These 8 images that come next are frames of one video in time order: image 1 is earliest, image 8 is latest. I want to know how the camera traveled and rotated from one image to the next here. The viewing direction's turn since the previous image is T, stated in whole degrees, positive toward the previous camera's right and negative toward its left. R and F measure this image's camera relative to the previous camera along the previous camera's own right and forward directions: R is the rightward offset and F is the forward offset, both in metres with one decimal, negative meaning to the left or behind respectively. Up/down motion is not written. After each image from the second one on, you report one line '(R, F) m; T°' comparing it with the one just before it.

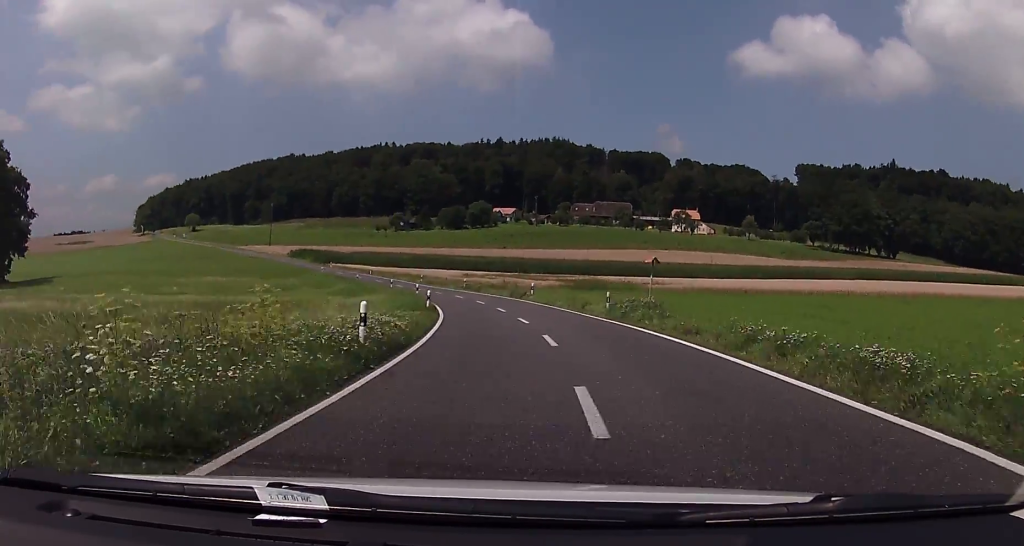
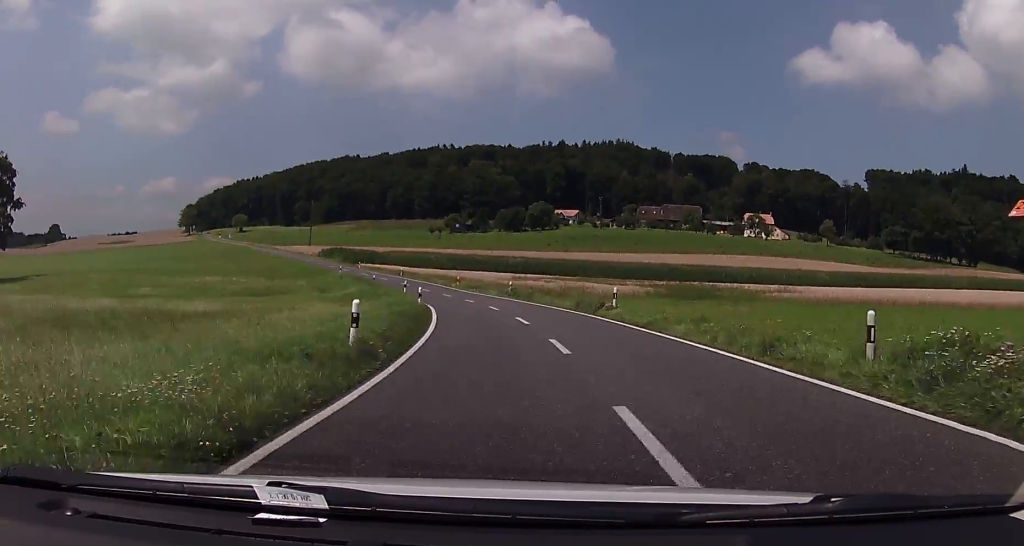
(-0.4, +19.4) m; -4°
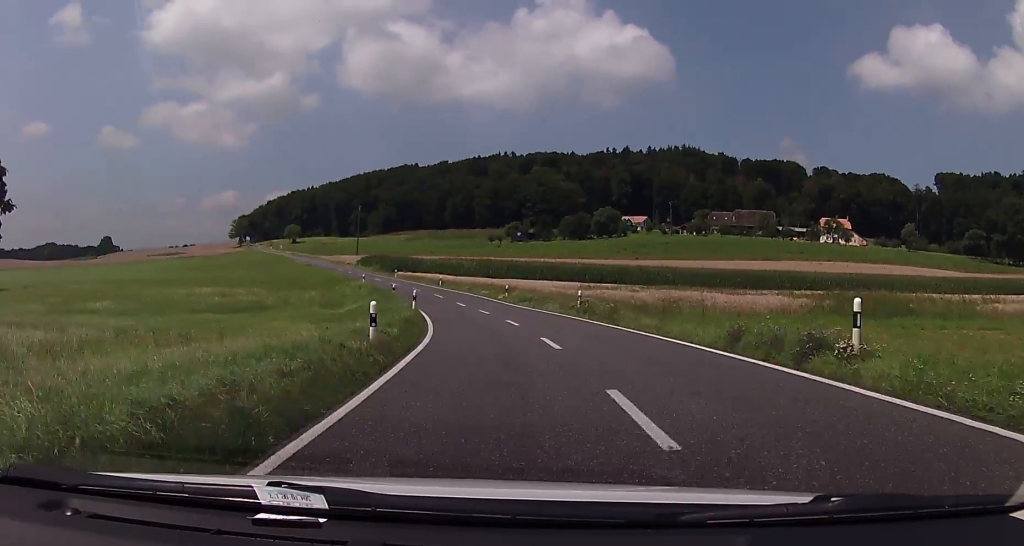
(-0.4, +16.5) m; -6°
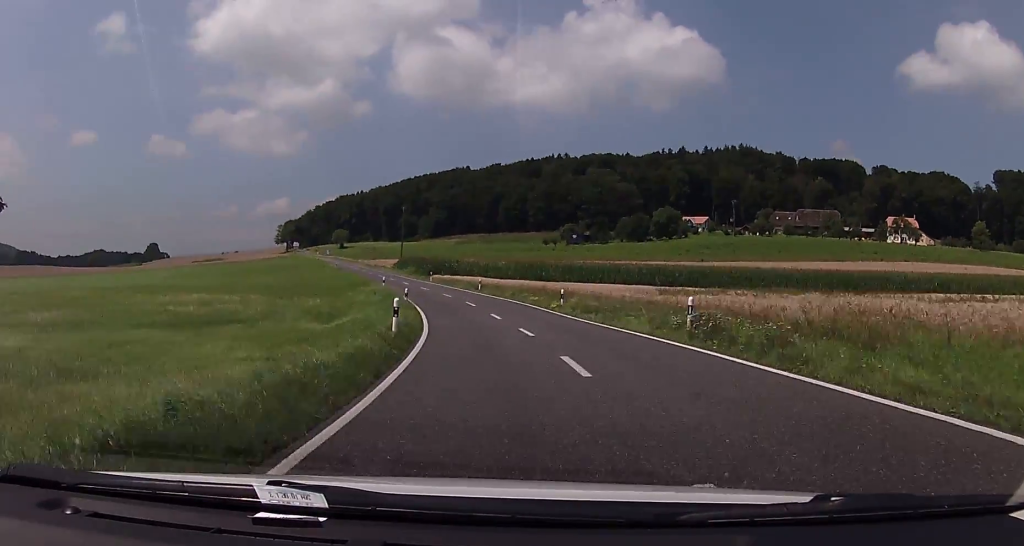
(-0.8, +13.0) m; -5°
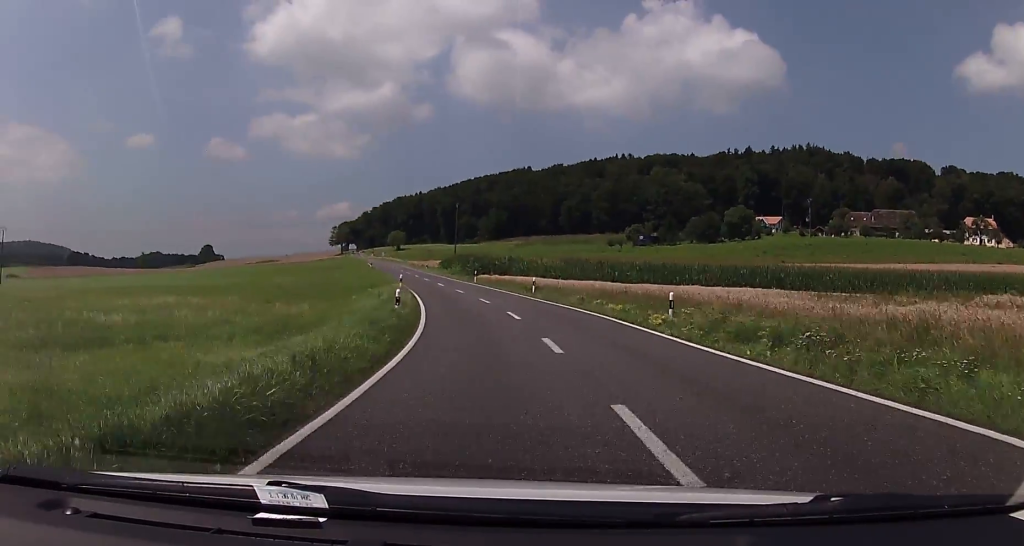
(-0.6, +14.8) m; -5°
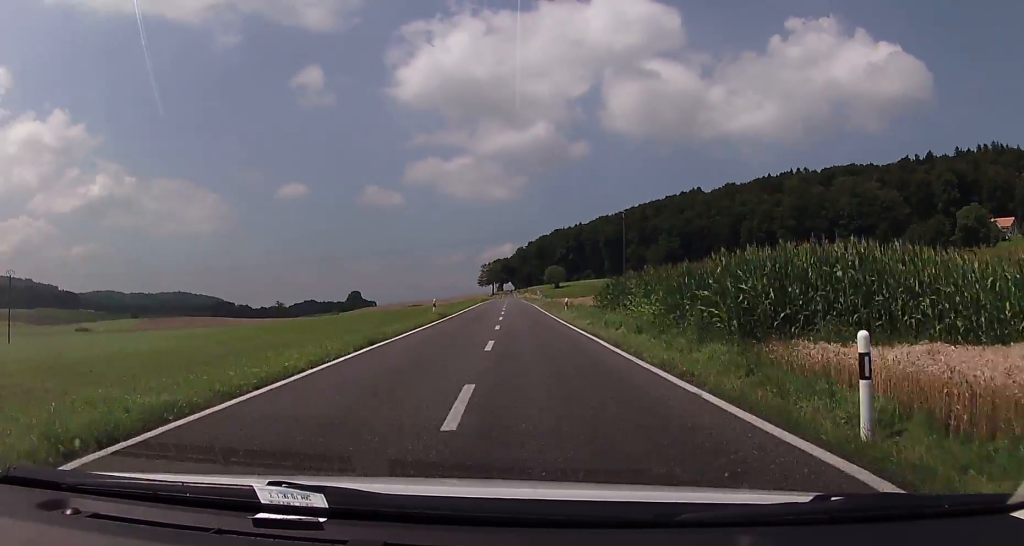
(-6.0, +51.8) m; -11°
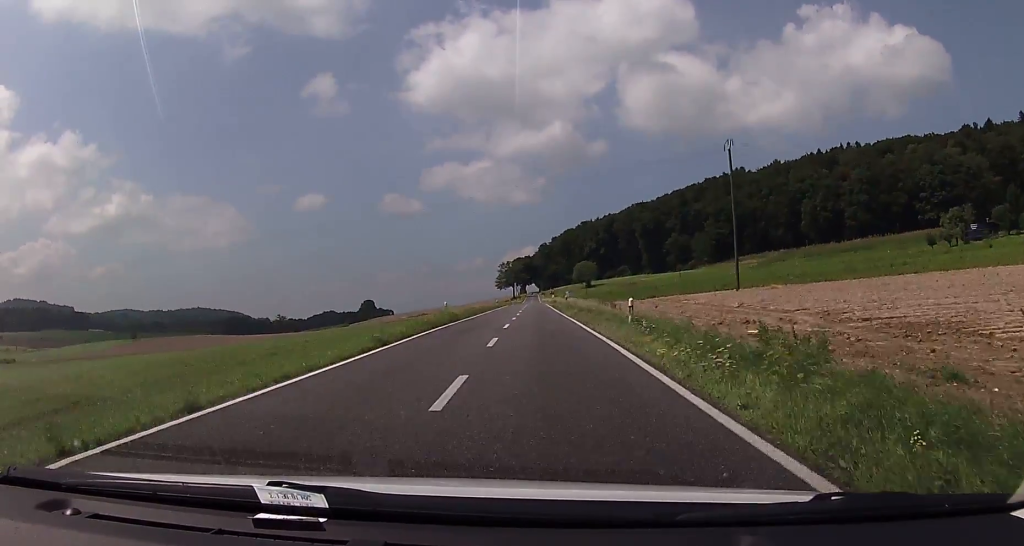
(-3.6, +53.1) m; -6°
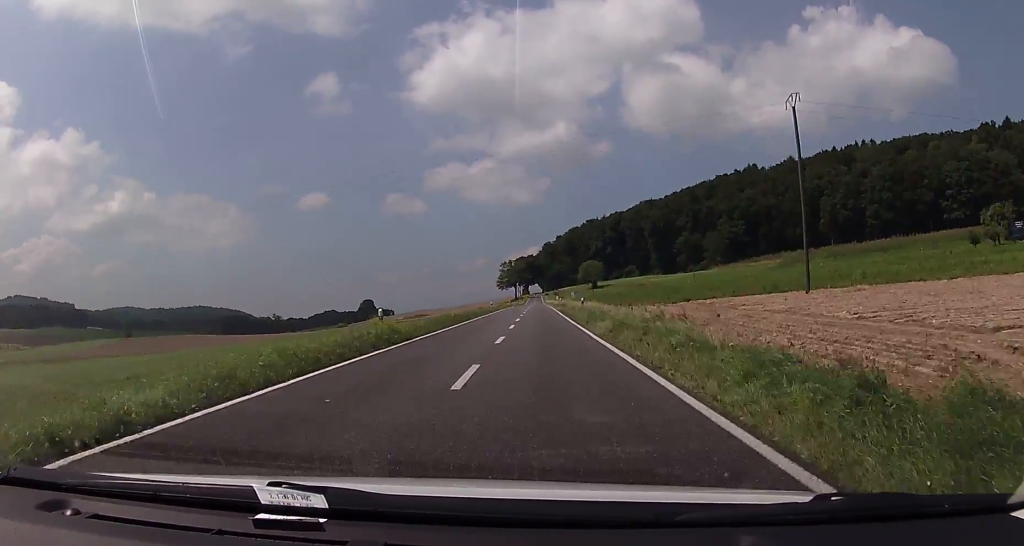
(0.0, +16.1) m; 0°
